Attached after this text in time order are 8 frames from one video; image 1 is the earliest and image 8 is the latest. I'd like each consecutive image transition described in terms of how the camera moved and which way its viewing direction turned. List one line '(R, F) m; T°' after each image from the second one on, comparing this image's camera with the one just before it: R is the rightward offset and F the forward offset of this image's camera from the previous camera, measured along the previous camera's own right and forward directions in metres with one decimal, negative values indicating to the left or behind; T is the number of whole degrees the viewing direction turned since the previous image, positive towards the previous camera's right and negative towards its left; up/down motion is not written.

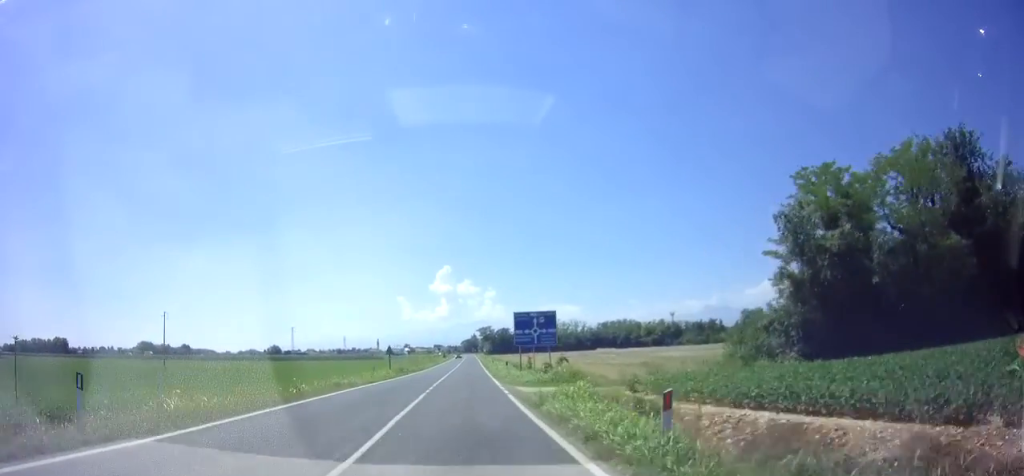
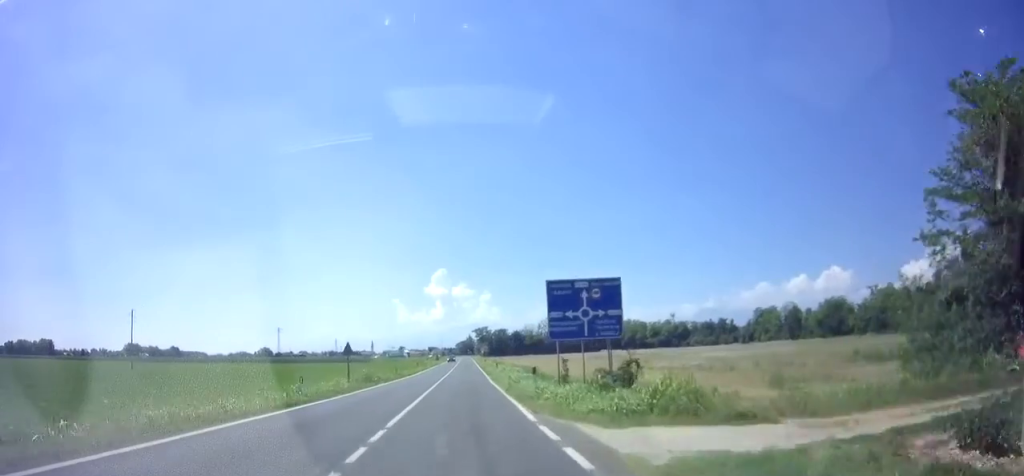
(-0.3, +13.3) m; 0°
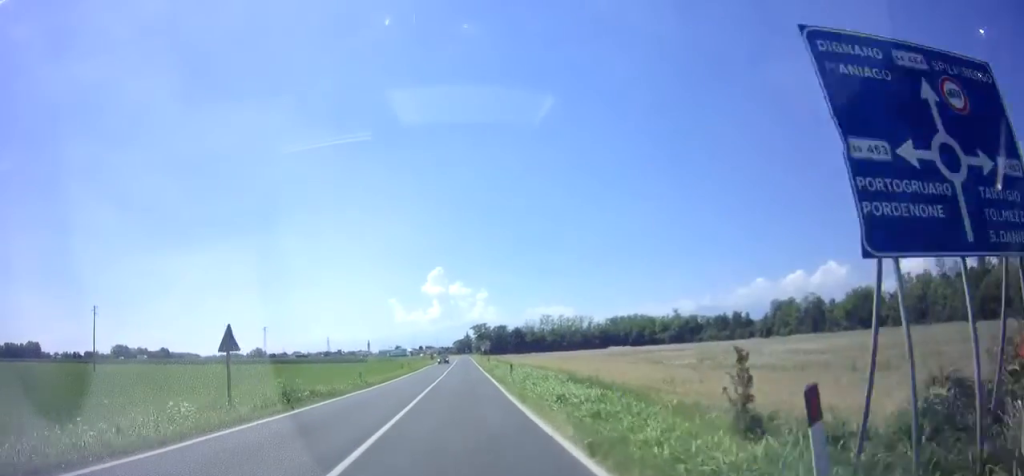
(+0.2, +14.2) m; 0°
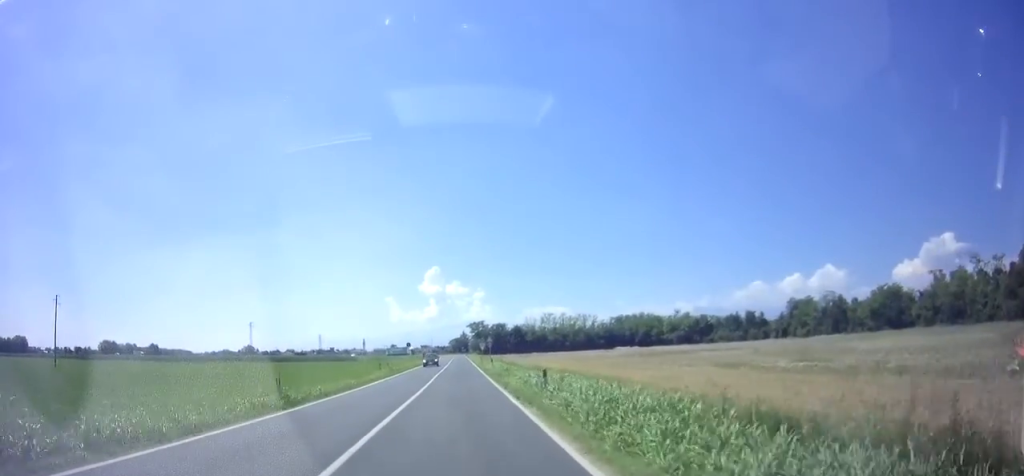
(0.0, +12.1) m; 0°
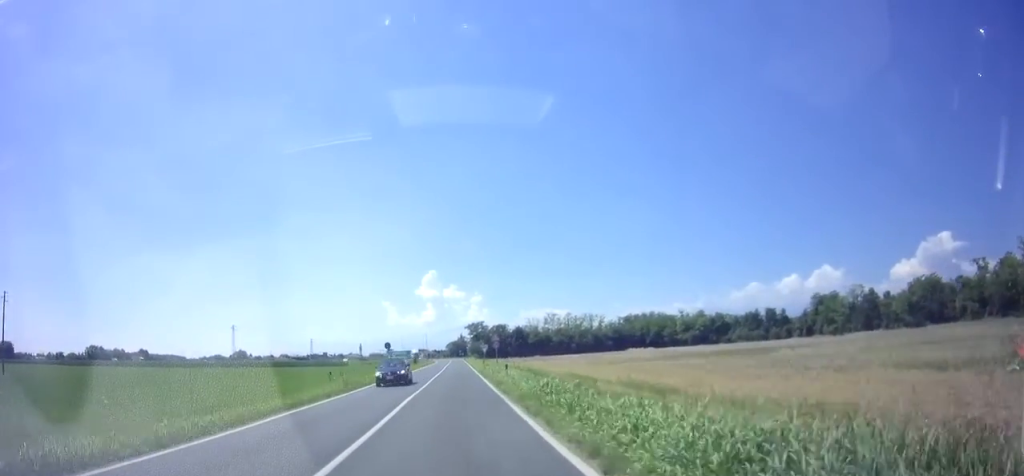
(-0.2, +14.7) m; -1°
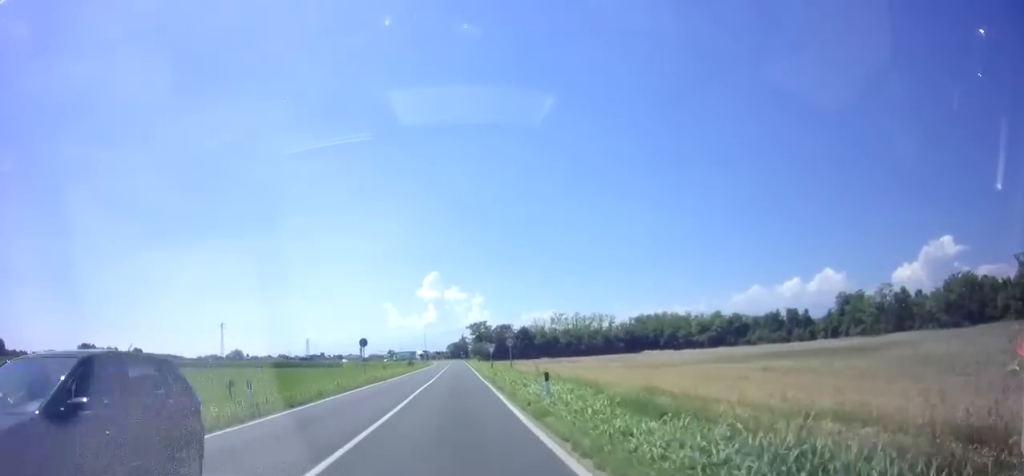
(-0.1, +12.2) m; +1°
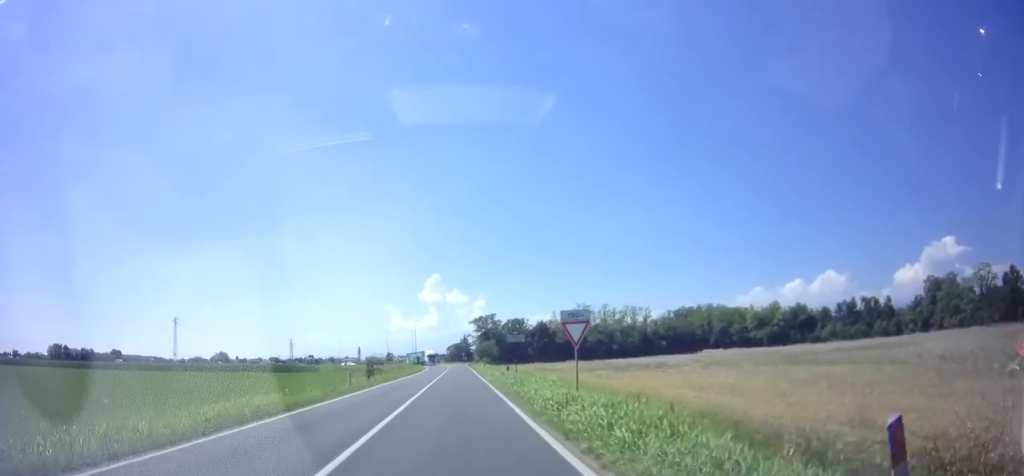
(+0.1, +35.2) m; -1°
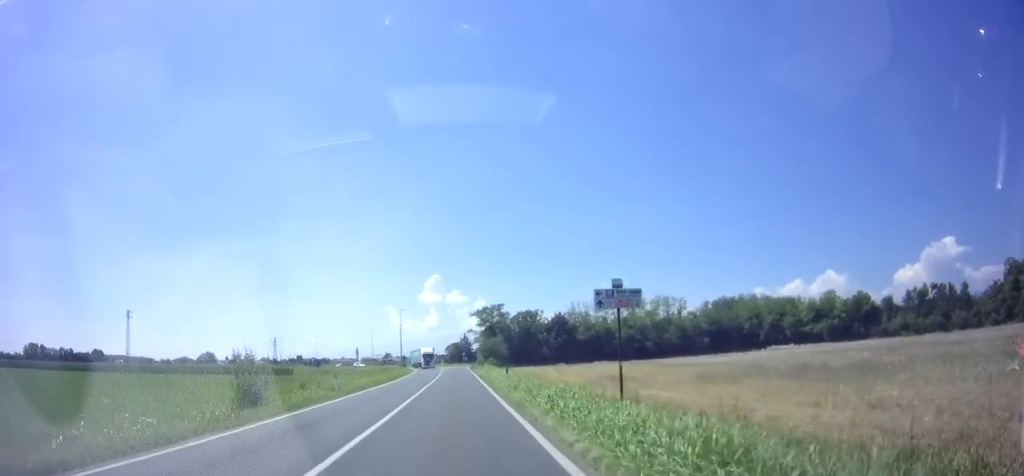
(0.0, +25.9) m; 0°
